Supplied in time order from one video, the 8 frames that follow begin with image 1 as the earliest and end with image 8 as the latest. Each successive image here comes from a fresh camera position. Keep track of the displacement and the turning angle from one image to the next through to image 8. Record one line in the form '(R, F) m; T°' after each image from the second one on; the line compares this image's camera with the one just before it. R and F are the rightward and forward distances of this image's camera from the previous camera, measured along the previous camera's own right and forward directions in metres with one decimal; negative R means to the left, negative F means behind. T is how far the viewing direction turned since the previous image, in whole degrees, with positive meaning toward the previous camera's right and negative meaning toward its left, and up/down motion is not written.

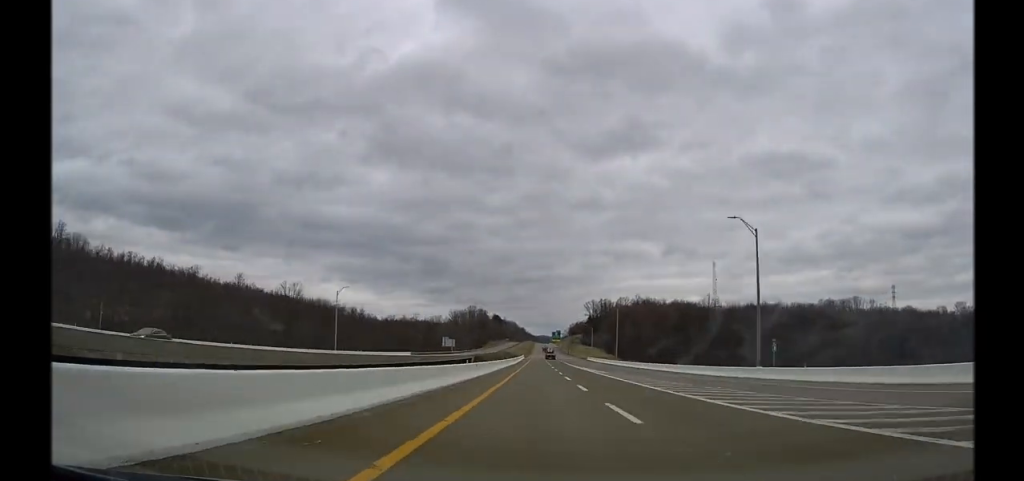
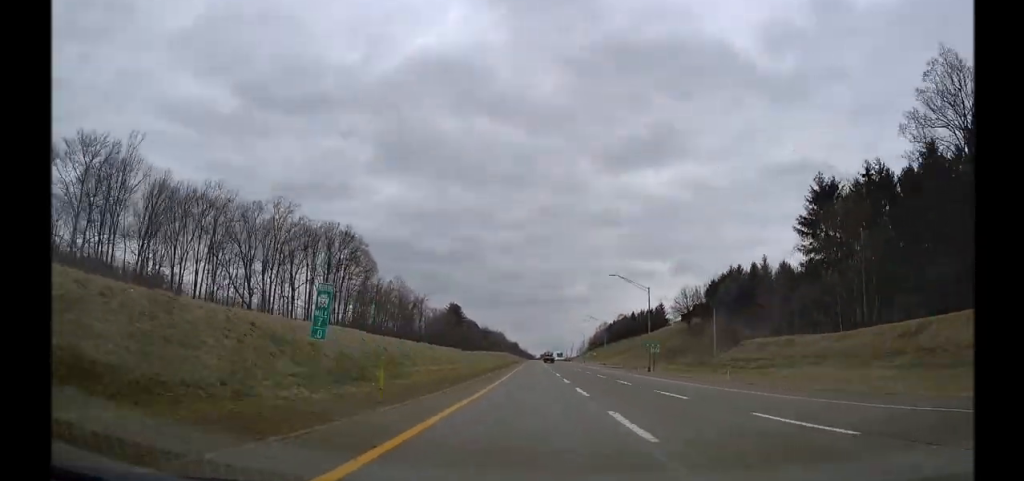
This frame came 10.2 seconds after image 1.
(-0.2, +345.9) m; 0°
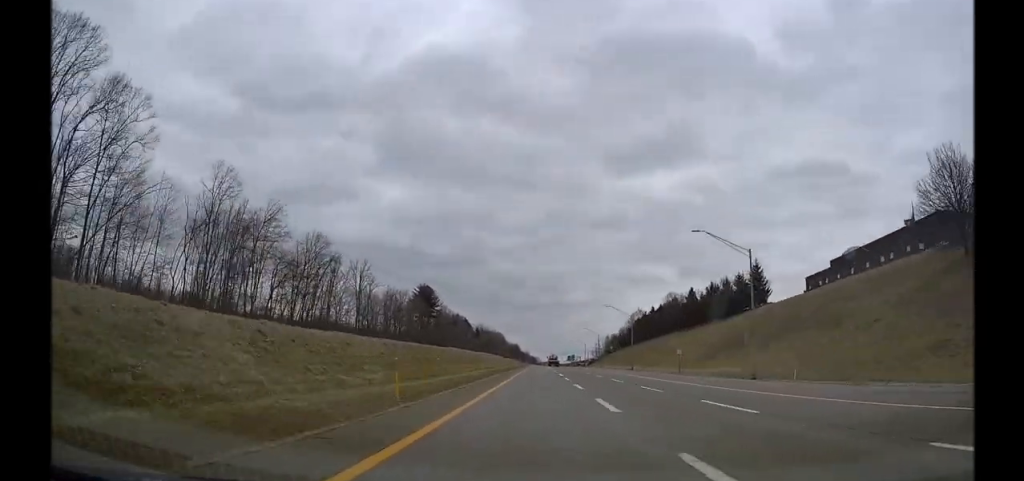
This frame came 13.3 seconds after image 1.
(+0.4, +107.6) m; +1°
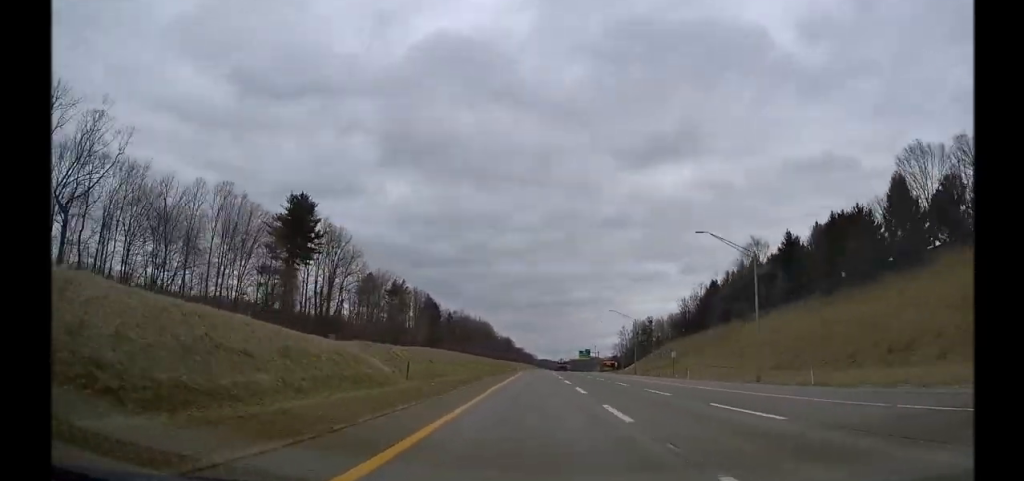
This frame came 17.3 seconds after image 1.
(-1.8, +138.8) m; +1°
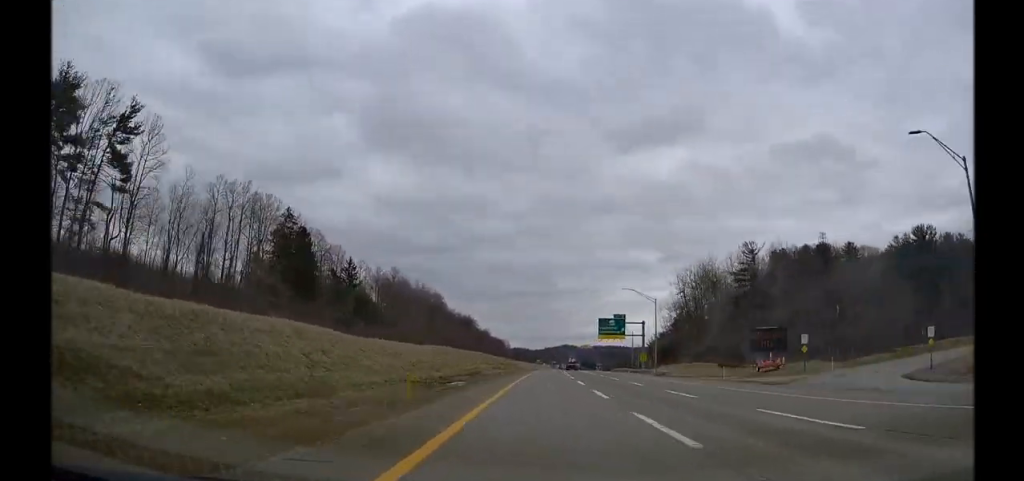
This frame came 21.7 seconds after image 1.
(+4.5, +139.4) m; +2°
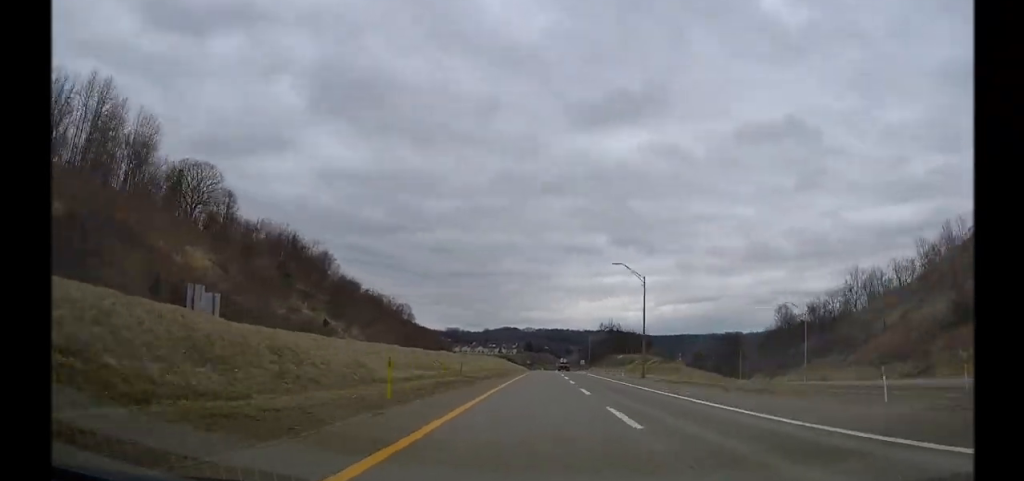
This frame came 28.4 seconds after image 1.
(+7.9, +218.3) m; +1°
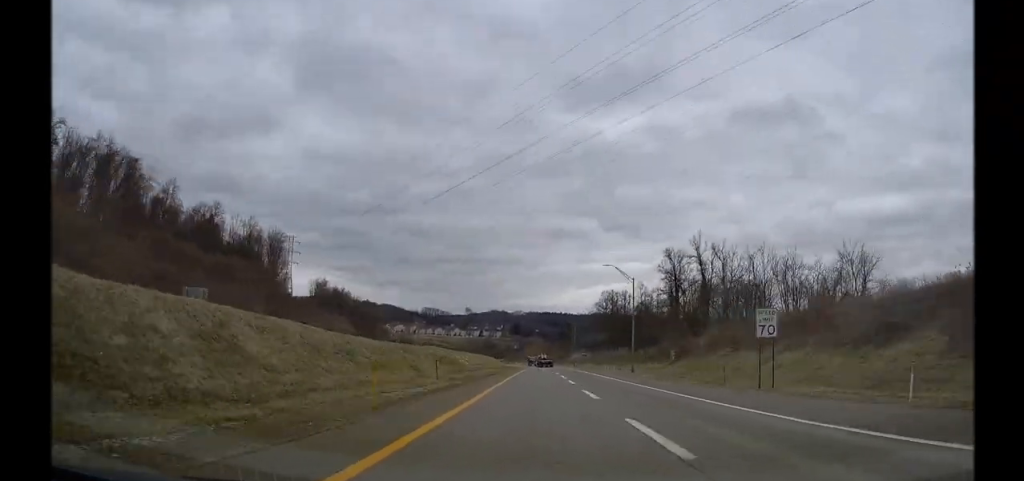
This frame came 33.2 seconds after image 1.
(+8.6, +168.8) m; -3°
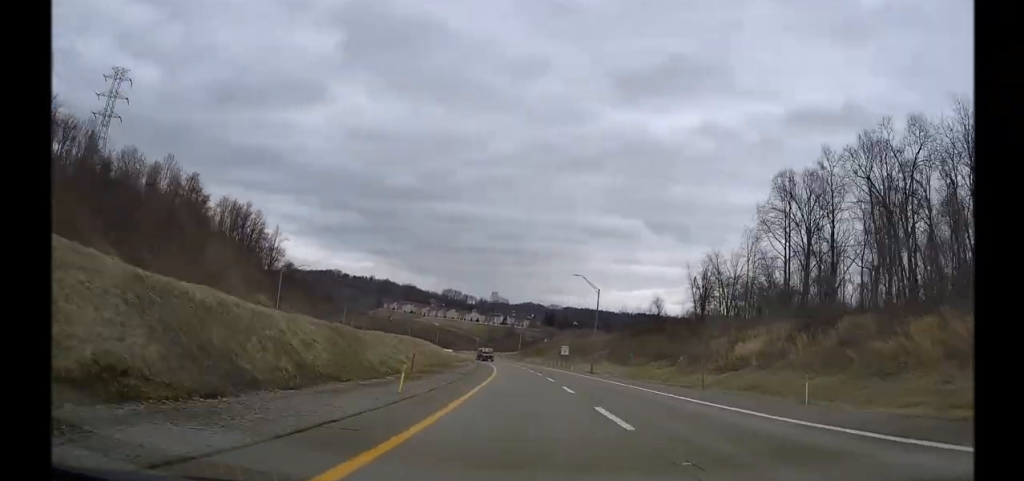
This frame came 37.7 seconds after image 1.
(-13.2, +159.7) m; -9°
